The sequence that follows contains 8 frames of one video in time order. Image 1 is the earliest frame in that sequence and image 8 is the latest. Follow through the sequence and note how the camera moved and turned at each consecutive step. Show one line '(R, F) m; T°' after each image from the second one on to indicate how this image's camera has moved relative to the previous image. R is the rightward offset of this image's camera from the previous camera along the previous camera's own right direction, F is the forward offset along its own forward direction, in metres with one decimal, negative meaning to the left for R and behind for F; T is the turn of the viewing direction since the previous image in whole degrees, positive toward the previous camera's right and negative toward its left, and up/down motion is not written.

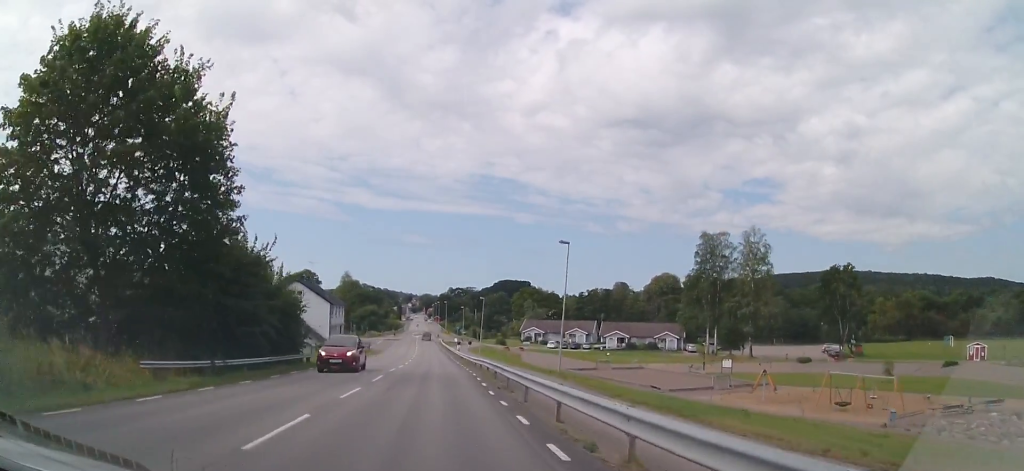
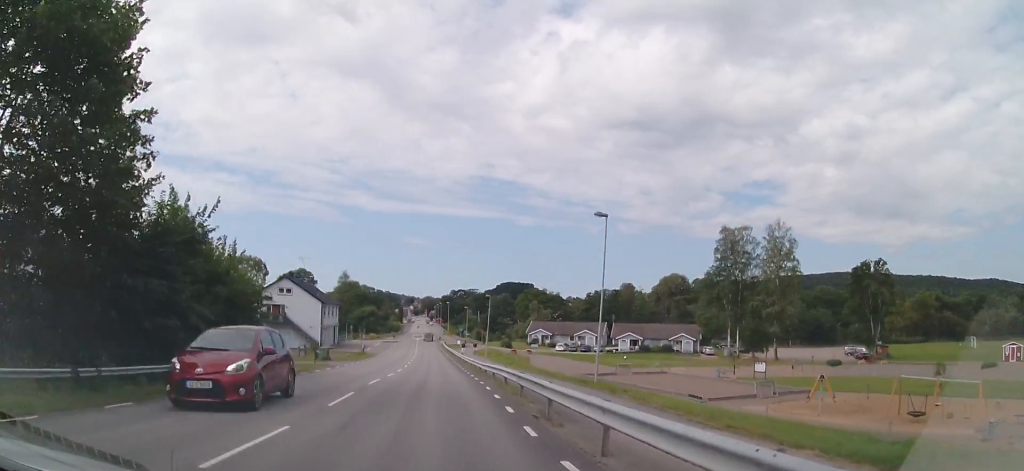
(+0.3, +7.3) m; 0°
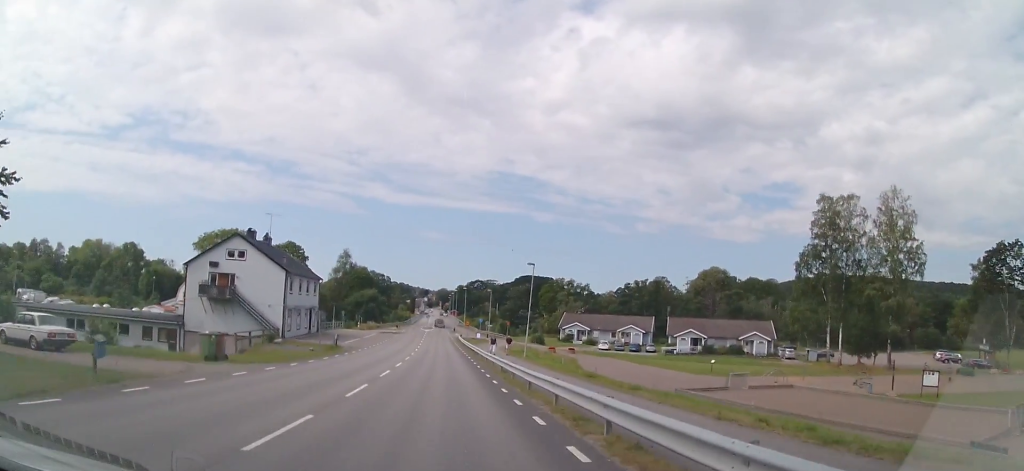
(-0.8, +23.9) m; -2°
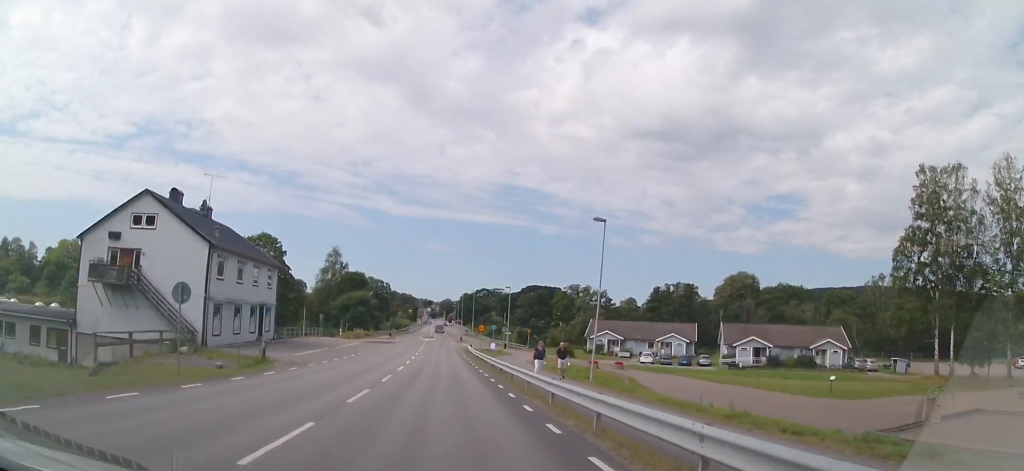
(0.0, +18.5) m; 0°
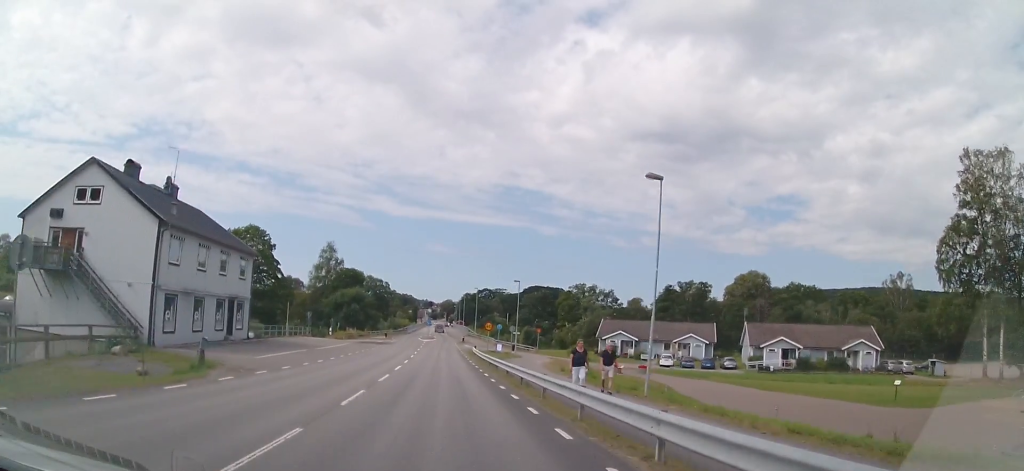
(0.0, +6.8) m; -1°
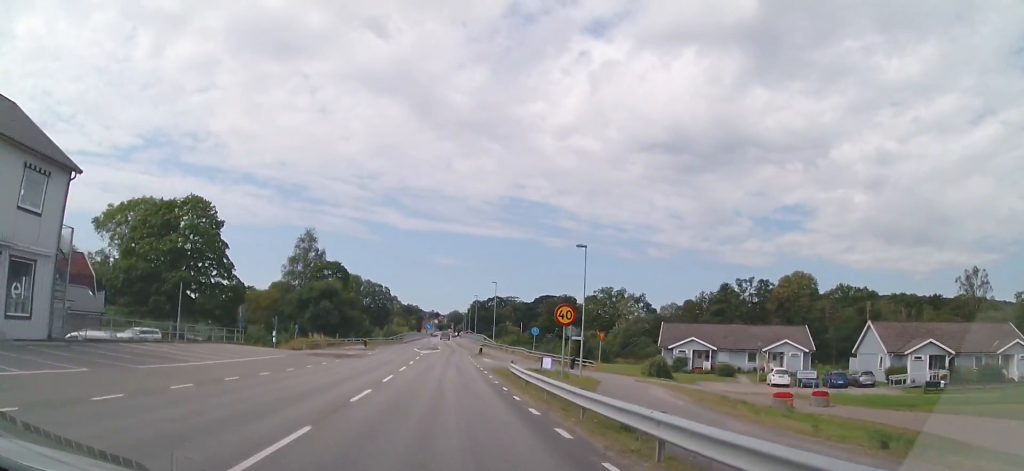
(-0.8, +23.9) m; -3°
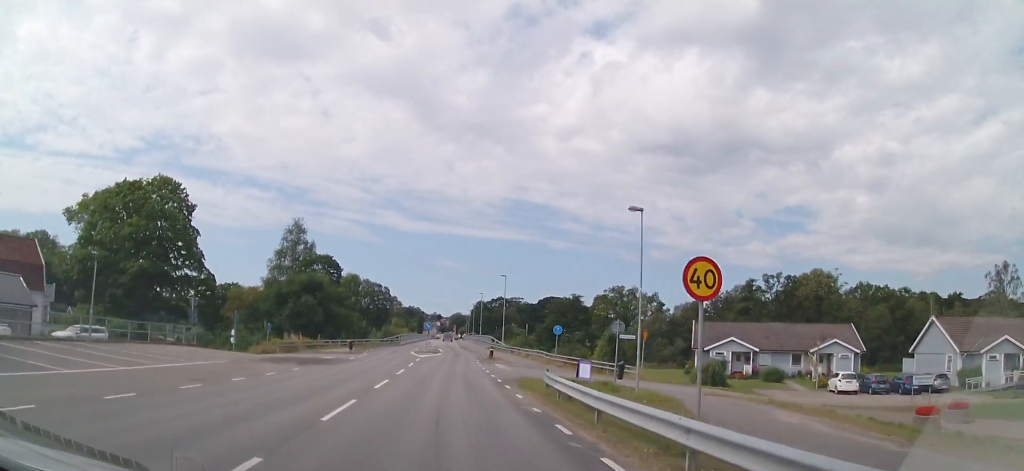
(0.0, +8.9) m; 0°
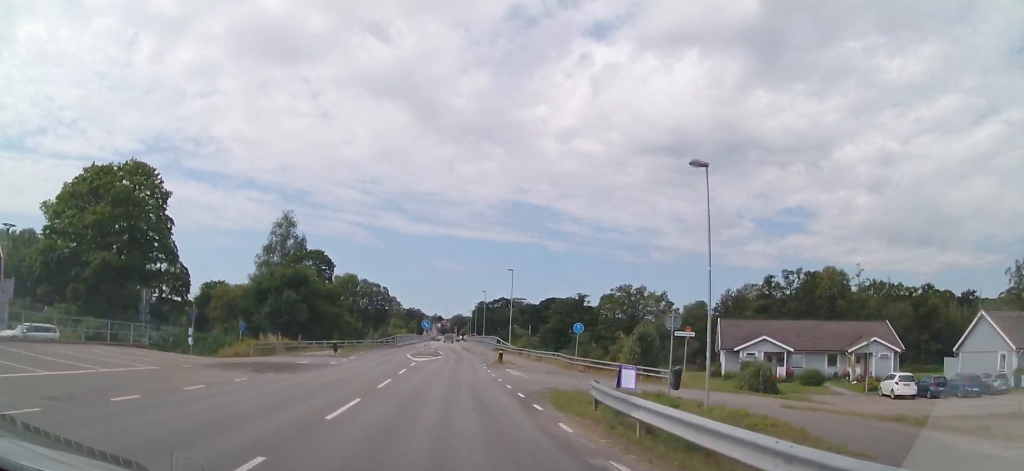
(0.0, +6.0) m; +1°
